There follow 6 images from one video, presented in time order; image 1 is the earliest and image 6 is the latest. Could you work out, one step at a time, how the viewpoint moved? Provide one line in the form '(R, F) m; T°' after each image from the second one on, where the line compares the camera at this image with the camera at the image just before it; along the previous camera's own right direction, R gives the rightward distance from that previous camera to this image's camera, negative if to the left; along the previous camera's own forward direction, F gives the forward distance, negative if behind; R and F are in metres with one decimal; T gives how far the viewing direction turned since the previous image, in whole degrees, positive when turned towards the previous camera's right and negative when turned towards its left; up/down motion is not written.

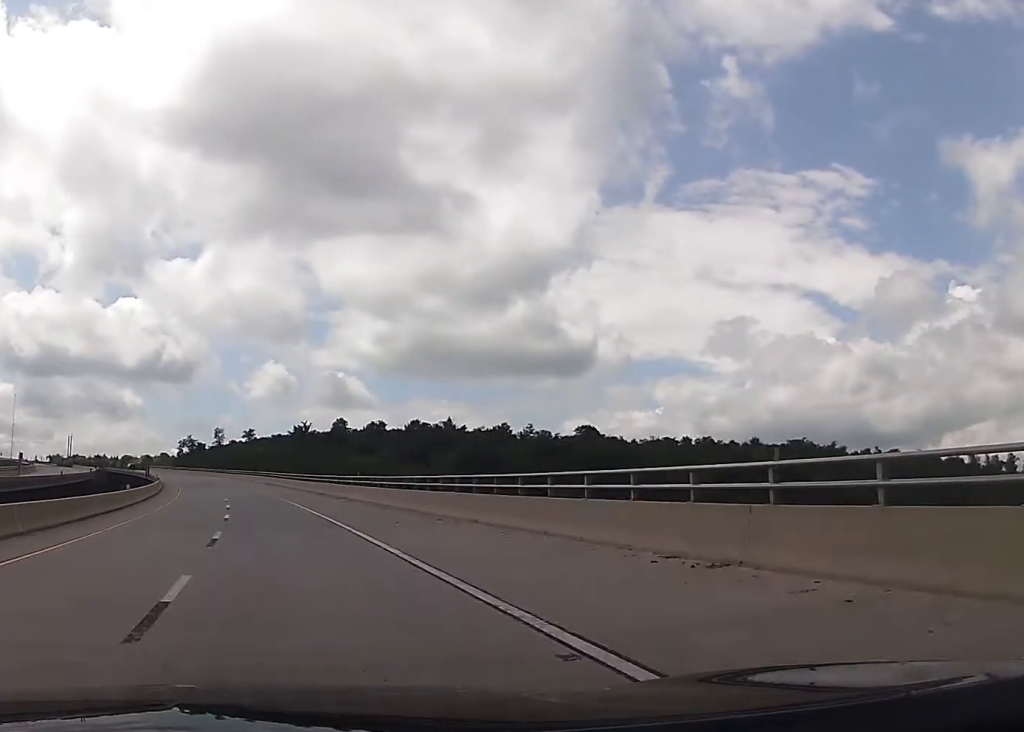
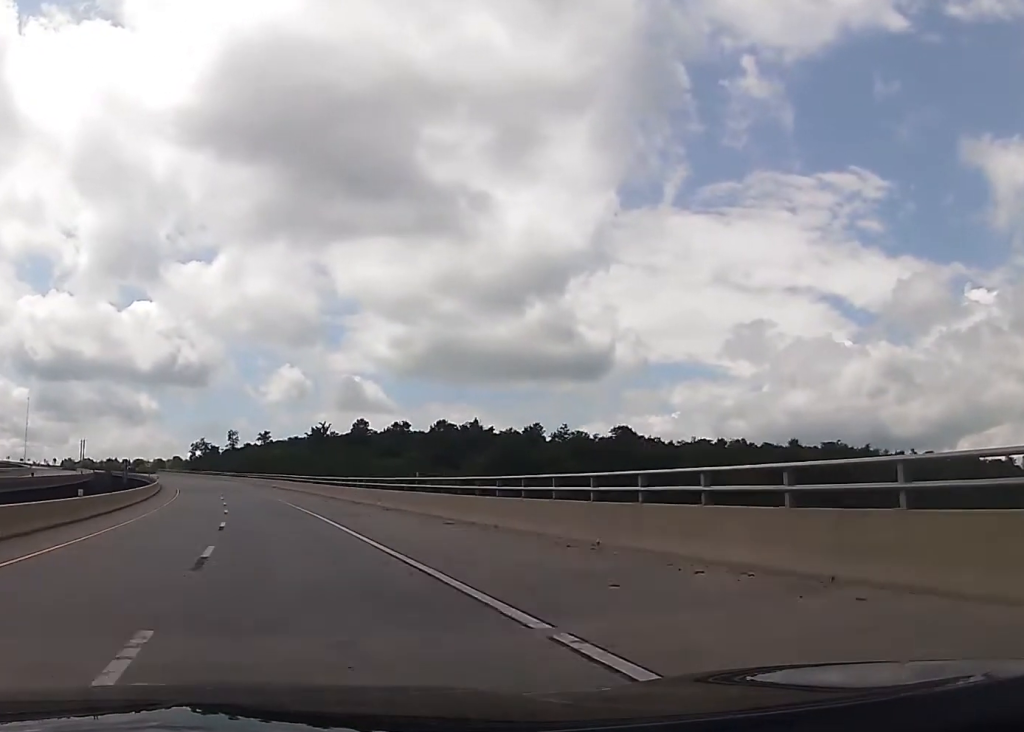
(-0.1, +17.3) m; -1°
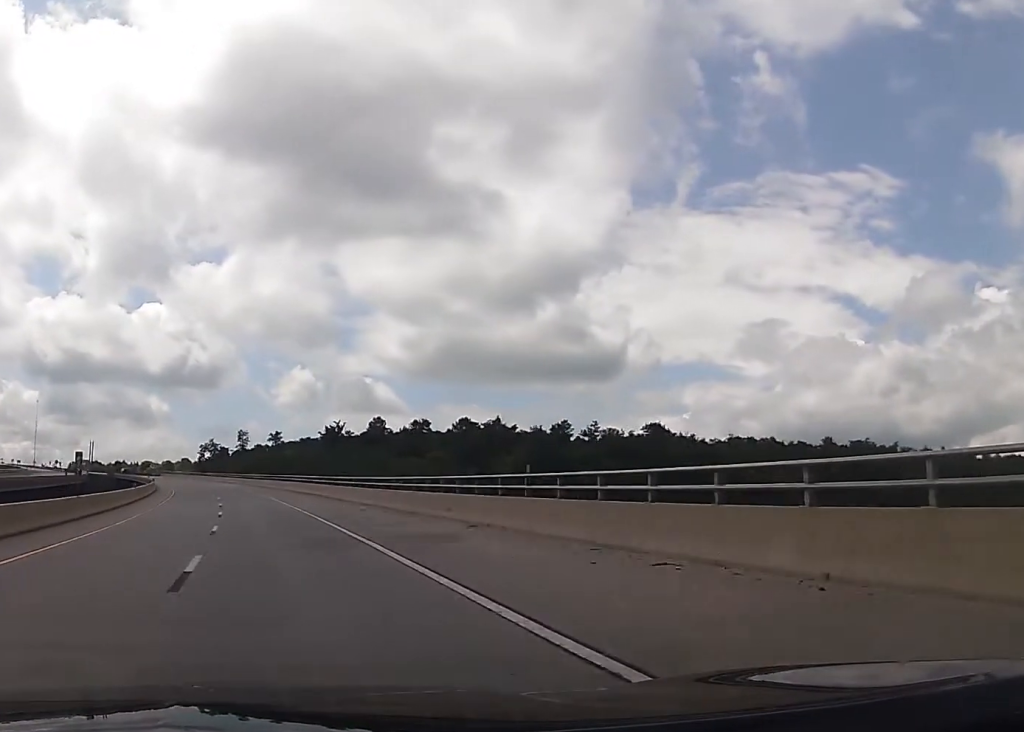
(0.0, +15.1) m; -1°
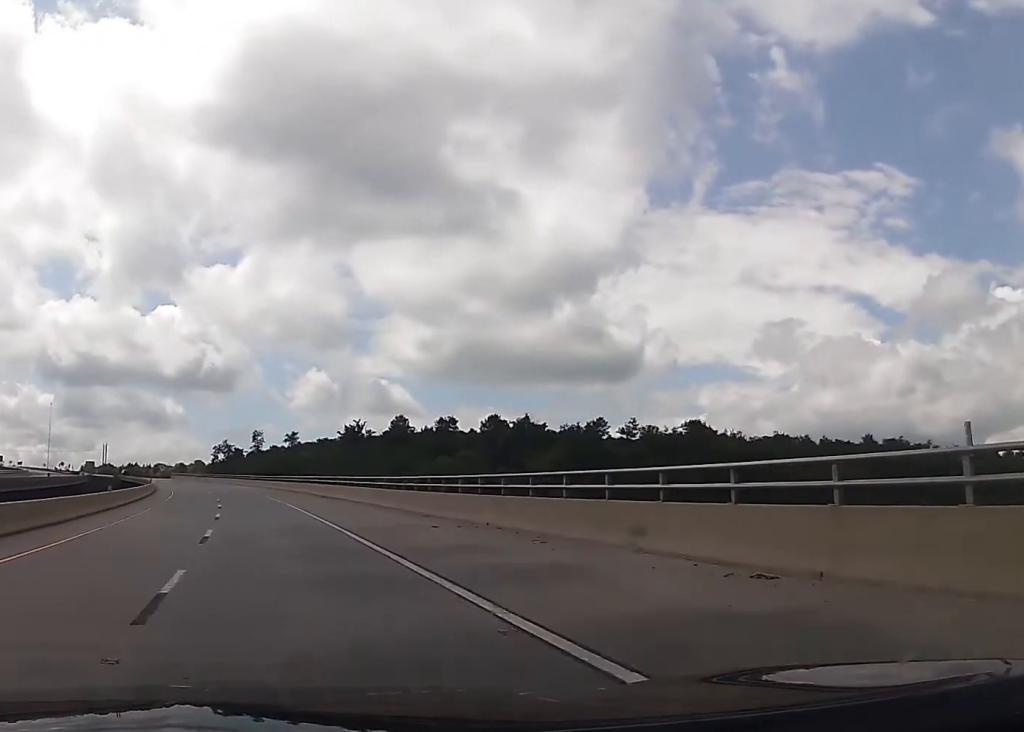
(-0.1, +15.1) m; -1°
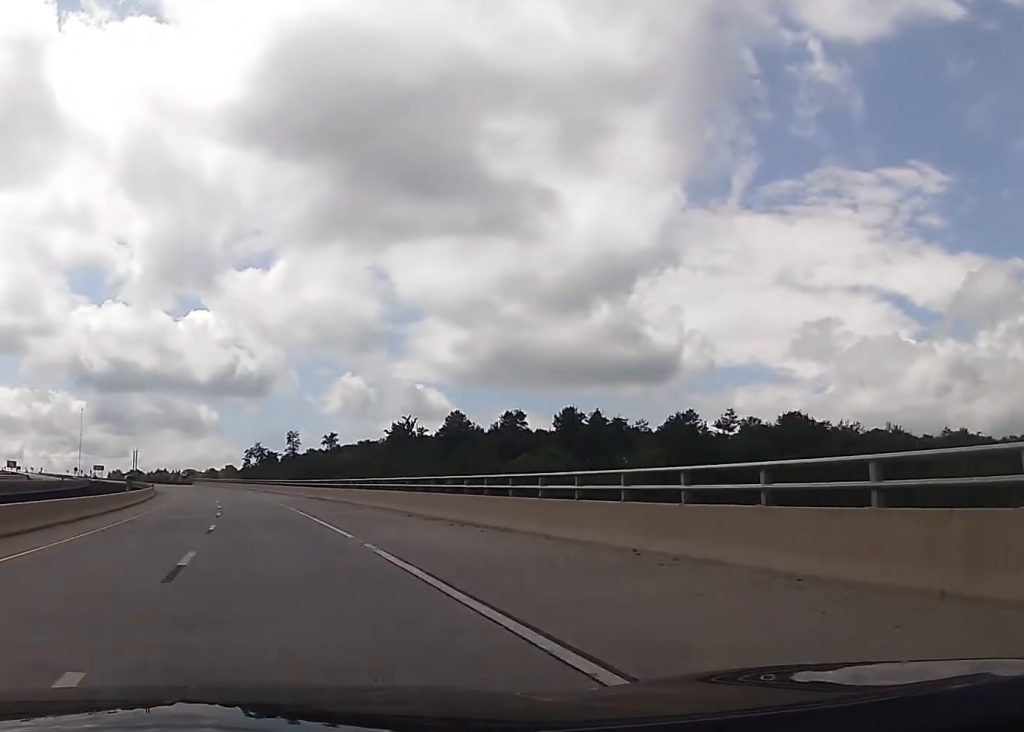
(-0.7, +32.3) m; -2°
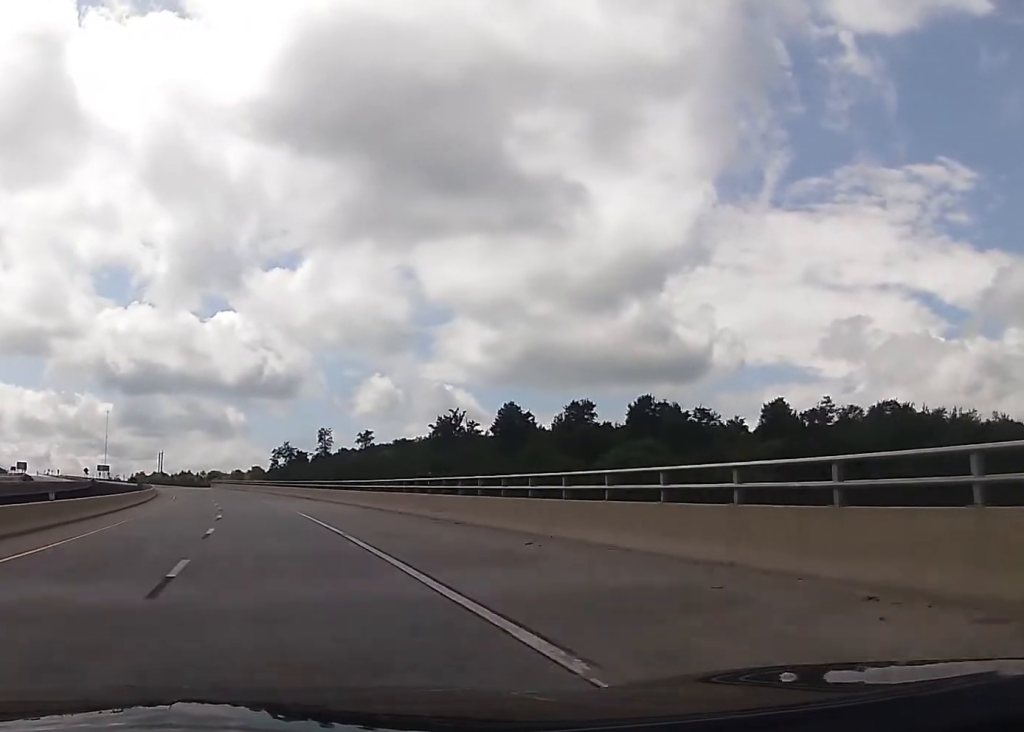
(-0.1, +25.9) m; -1°
